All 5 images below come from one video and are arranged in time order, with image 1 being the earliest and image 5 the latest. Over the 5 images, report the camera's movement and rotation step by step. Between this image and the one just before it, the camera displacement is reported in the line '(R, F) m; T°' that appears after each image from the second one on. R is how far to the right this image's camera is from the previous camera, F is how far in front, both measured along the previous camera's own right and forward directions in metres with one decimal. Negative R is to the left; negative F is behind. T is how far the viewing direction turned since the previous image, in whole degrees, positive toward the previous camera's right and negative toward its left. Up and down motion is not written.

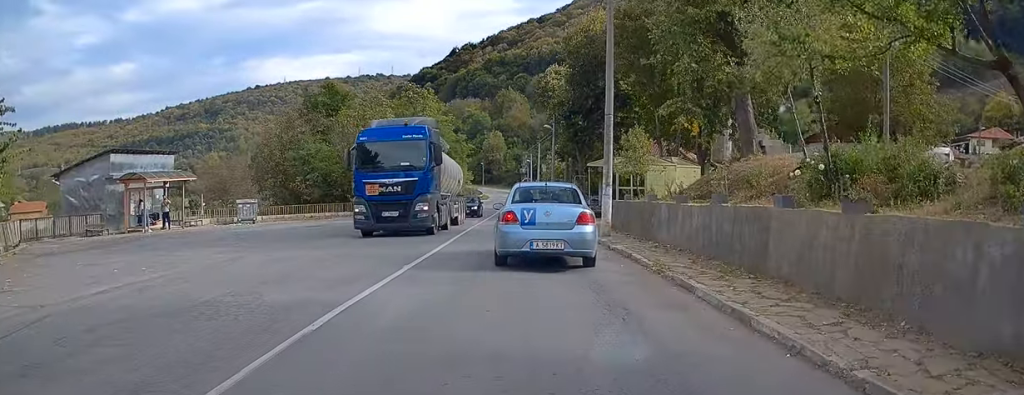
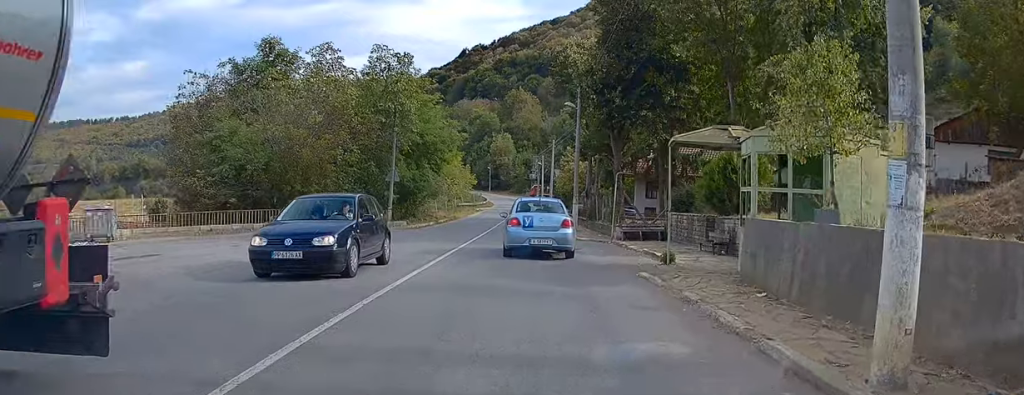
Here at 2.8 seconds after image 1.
(-0.8, +15.1) m; -4°
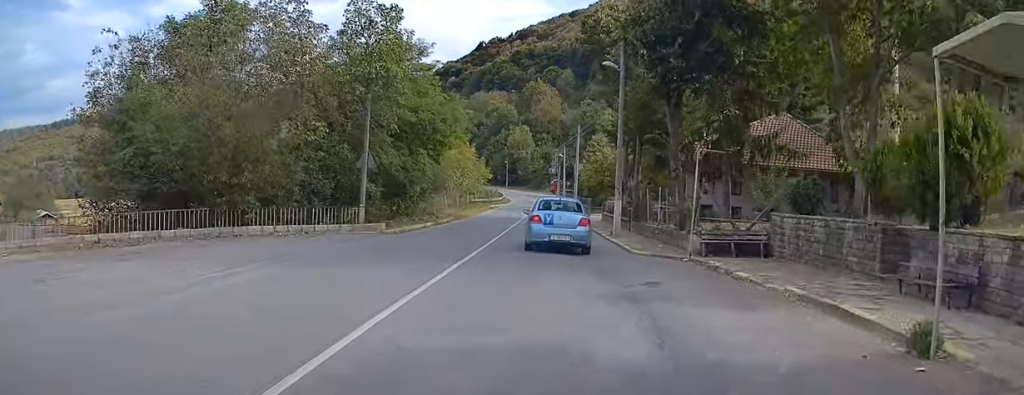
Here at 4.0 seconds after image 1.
(-0.3, +9.4) m; -2°
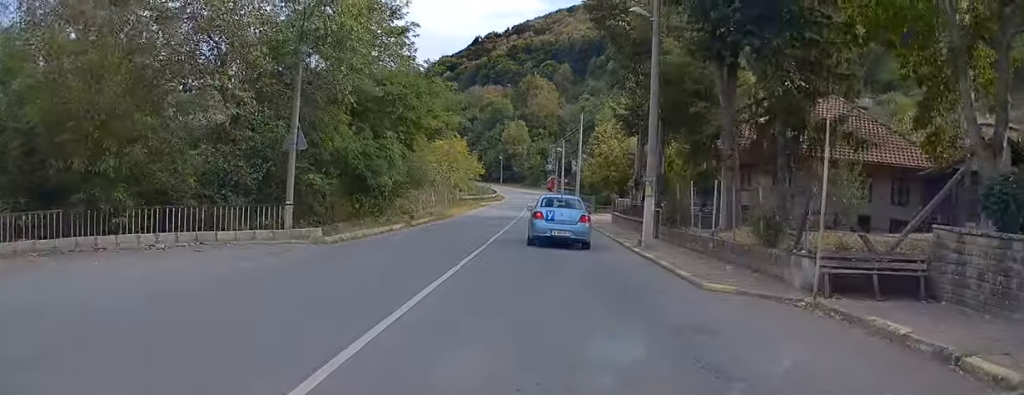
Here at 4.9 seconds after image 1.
(0.0, +7.4) m; 0°
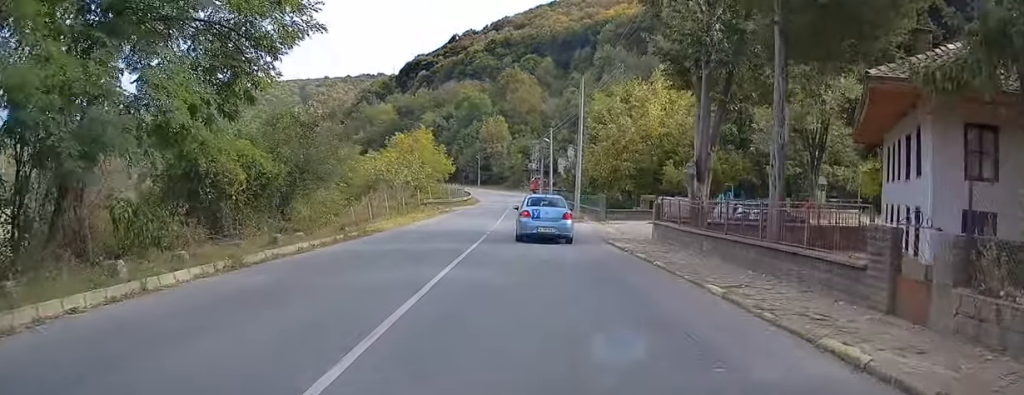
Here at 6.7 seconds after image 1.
(0.0, +17.0) m; 0°
